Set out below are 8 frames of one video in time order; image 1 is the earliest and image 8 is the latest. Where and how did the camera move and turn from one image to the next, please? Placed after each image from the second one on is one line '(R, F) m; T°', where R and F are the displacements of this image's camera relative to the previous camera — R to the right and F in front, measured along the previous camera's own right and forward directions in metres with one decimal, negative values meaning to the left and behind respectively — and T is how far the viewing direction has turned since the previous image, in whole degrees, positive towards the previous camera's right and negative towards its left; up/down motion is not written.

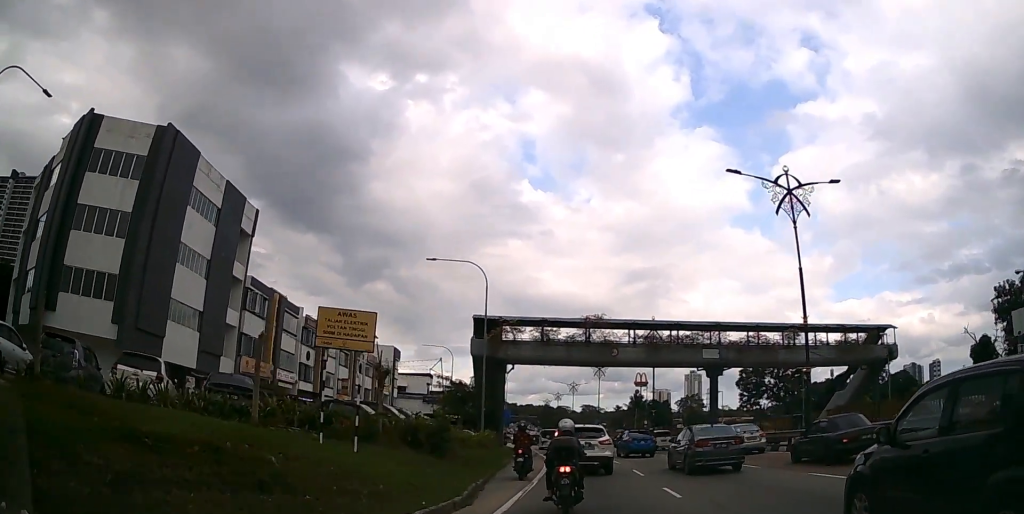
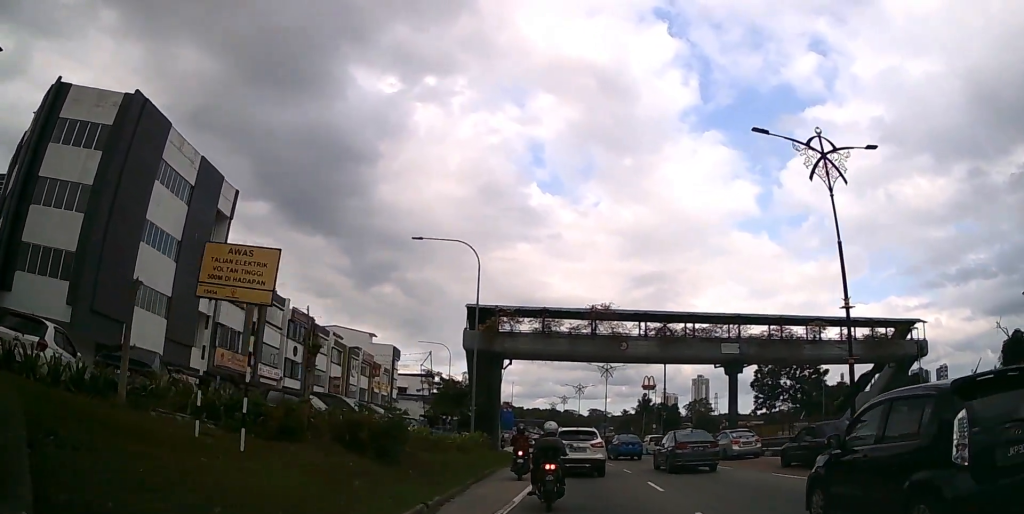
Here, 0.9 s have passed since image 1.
(0.0, +4.0) m; -1°
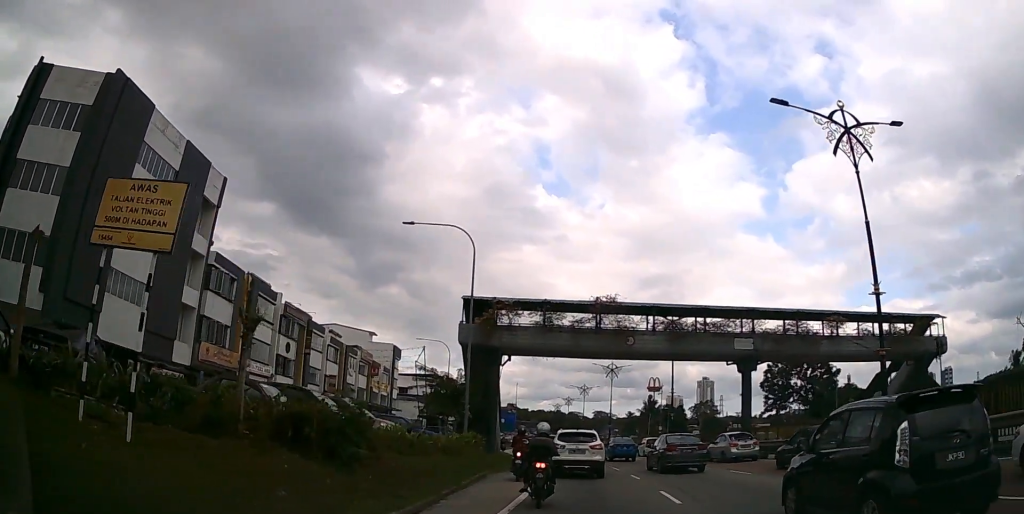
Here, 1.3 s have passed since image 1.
(0.0, +2.3) m; 0°
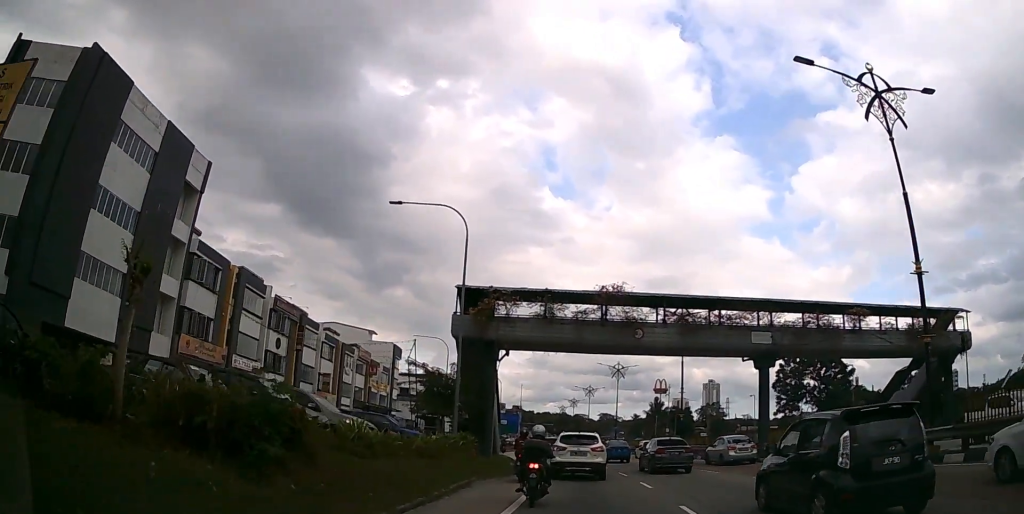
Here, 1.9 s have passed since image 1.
(0.0, +2.7) m; 0°
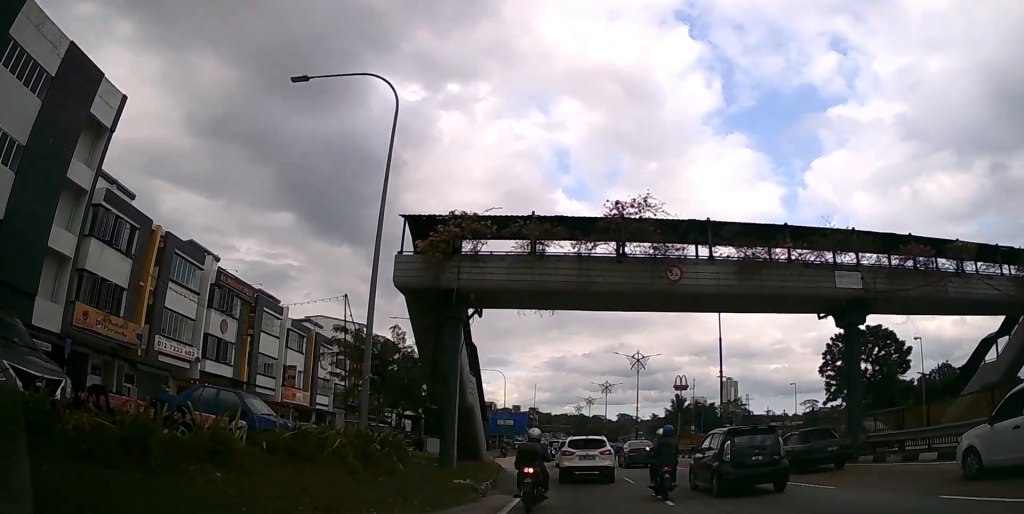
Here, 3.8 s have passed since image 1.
(-0.1, +10.0) m; -2°
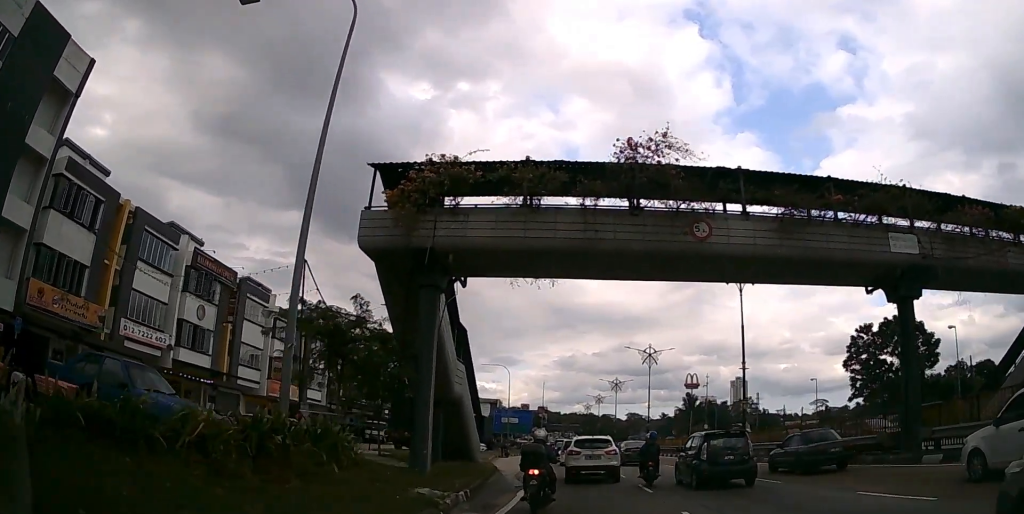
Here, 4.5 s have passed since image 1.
(-0.1, +3.7) m; -1°
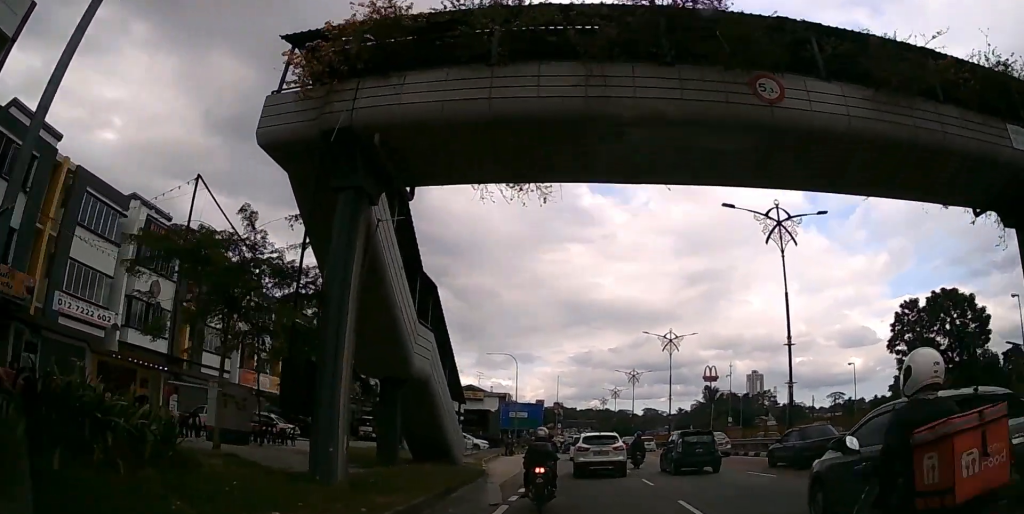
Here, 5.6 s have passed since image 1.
(-0.1, +6.2) m; -1°
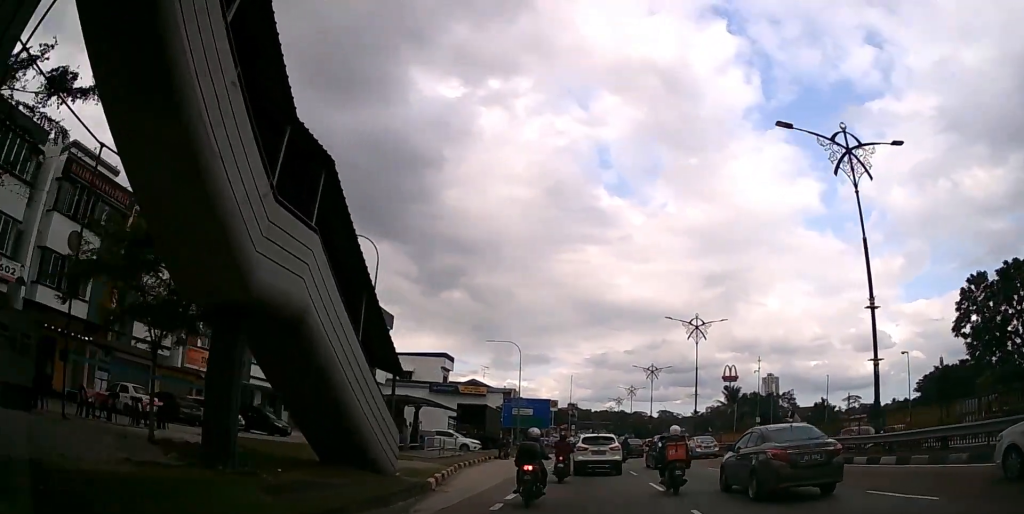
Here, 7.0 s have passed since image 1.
(-0.1, +7.9) m; -2°
